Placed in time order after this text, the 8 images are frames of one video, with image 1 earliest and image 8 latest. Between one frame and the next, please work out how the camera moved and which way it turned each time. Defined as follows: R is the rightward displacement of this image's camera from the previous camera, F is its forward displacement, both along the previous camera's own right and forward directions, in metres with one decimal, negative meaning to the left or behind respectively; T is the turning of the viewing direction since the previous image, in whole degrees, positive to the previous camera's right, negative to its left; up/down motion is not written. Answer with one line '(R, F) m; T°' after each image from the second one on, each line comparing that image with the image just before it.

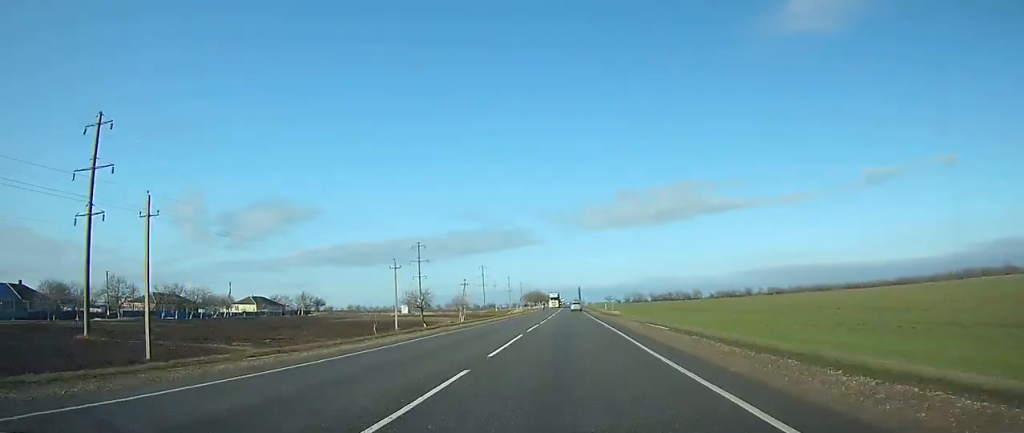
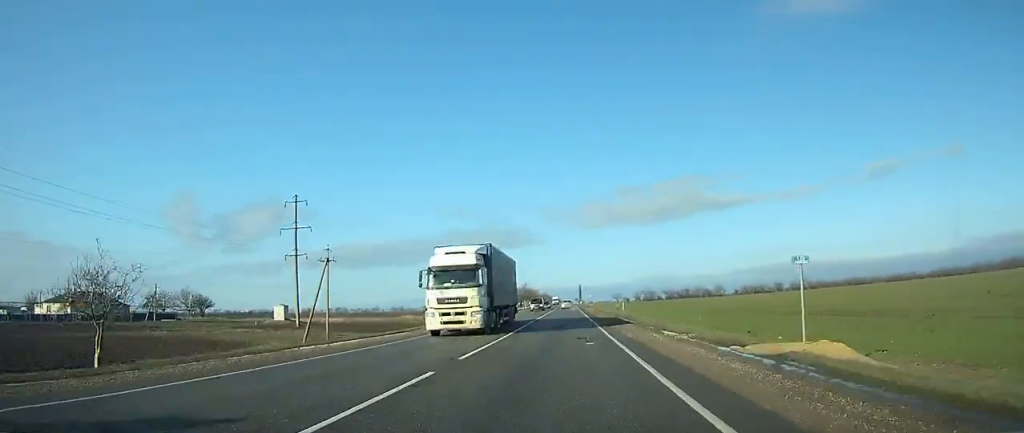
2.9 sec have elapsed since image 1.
(-0.2, +72.3) m; -1°
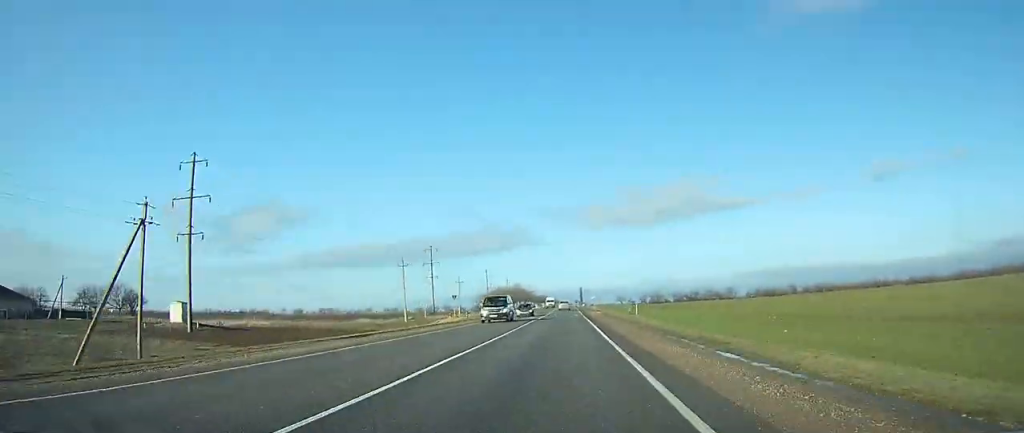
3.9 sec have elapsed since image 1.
(-0.1, +26.9) m; 0°
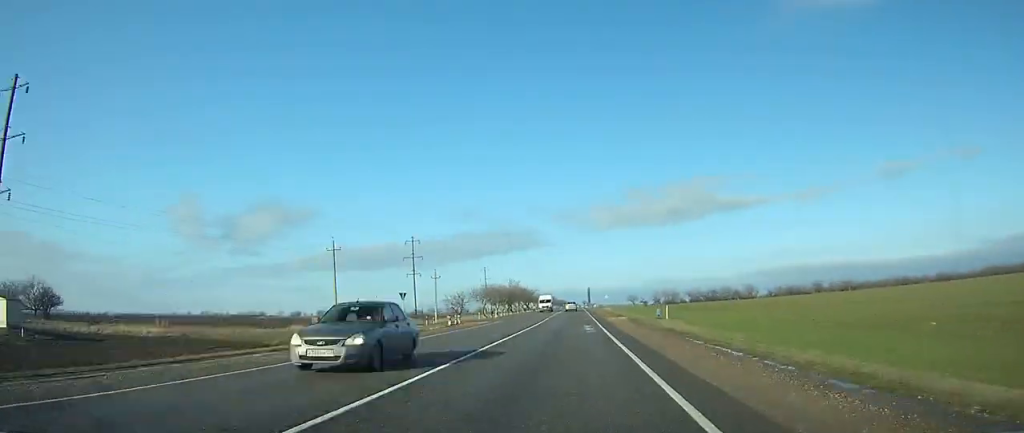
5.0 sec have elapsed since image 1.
(-0.1, +26.9) m; 0°
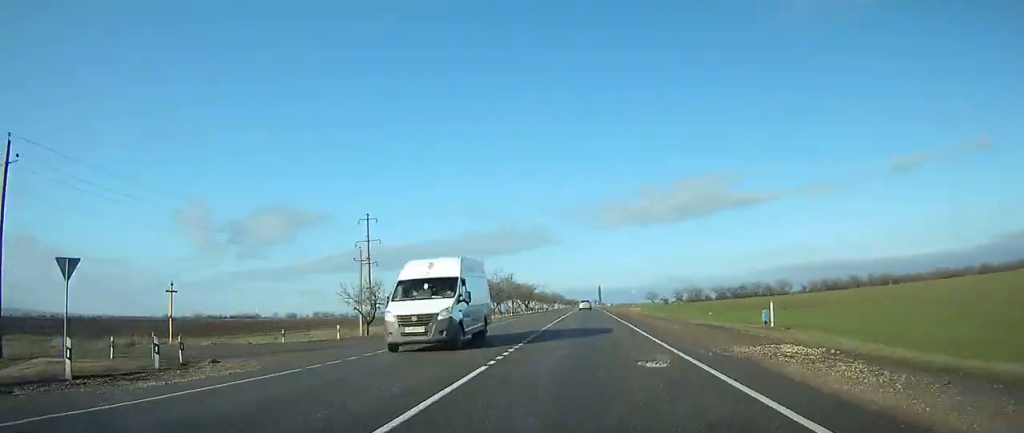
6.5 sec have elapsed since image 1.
(0.0, +38.5) m; 0°
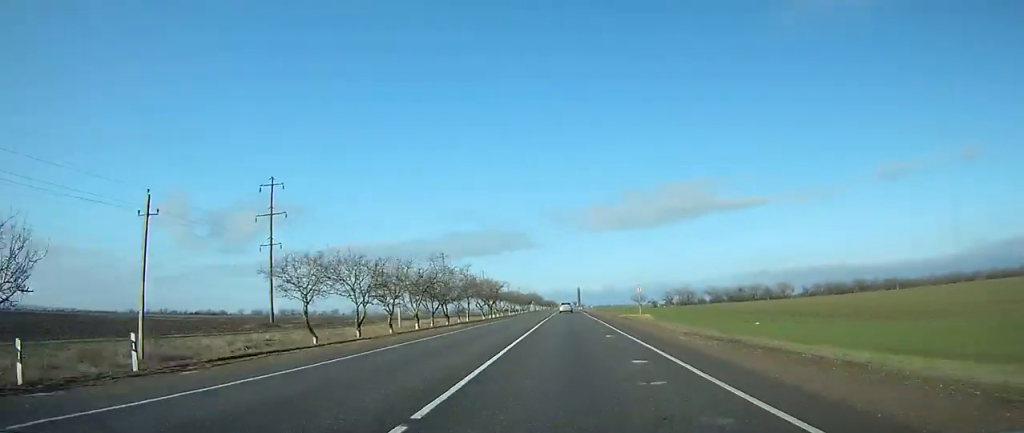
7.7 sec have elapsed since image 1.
(+0.1, +30.0) m; 0°
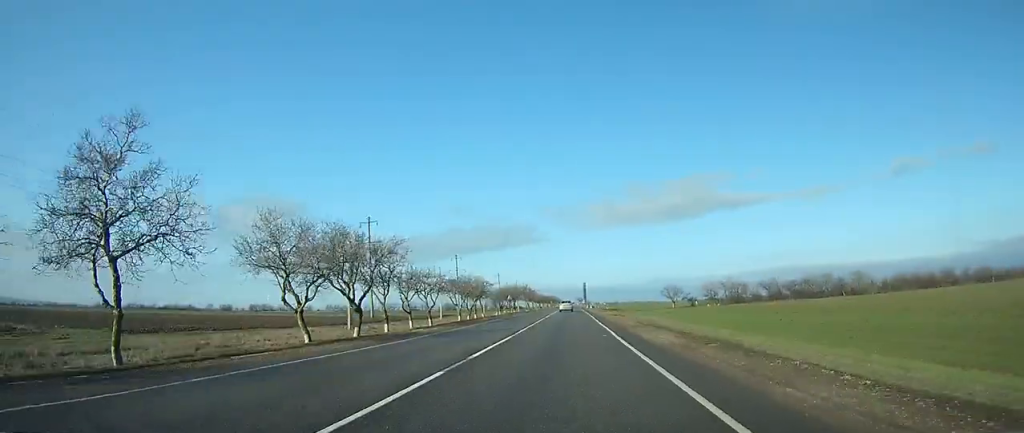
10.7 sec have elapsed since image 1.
(+0.3, +72.9) m; 0°
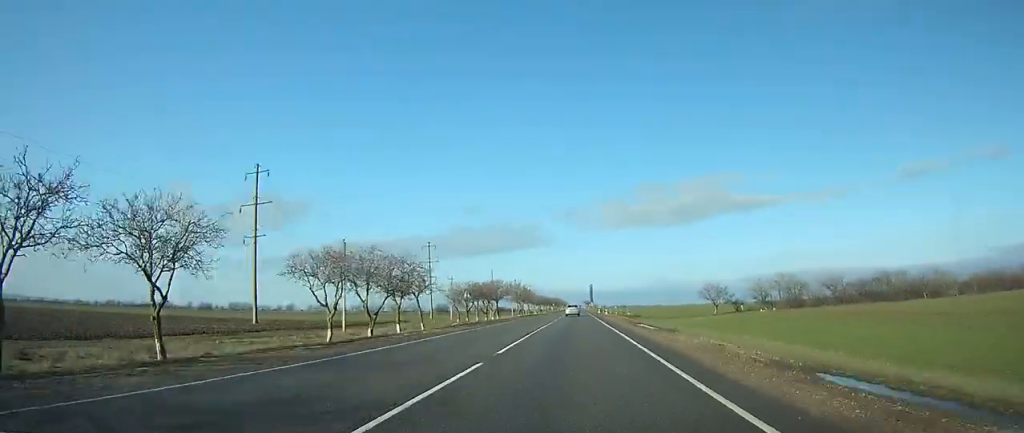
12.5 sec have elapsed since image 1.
(-0.1, +46.3) m; 0°
